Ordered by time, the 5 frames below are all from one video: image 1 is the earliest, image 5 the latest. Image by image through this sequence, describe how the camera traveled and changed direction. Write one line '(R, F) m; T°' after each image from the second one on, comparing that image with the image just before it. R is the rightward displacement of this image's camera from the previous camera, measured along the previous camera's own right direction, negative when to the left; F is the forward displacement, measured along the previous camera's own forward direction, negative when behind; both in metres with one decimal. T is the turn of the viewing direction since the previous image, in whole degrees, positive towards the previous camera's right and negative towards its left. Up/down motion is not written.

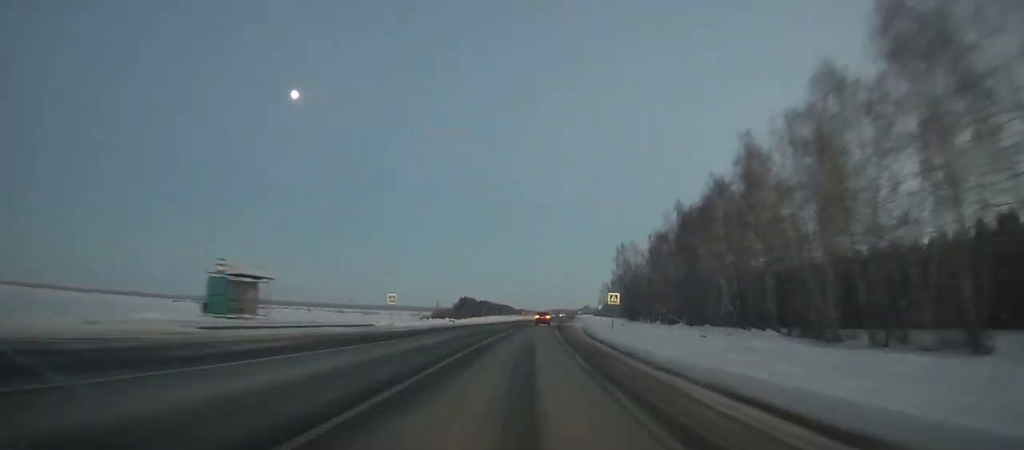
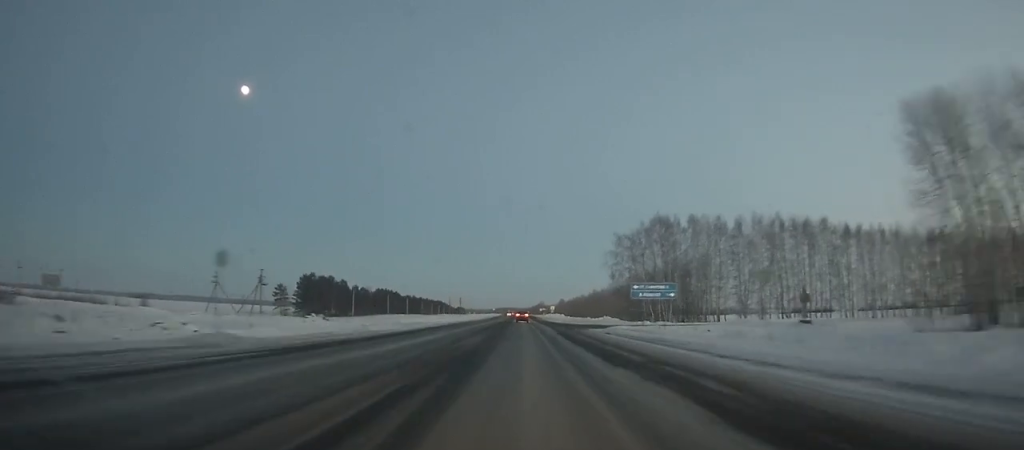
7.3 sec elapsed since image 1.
(+10.4, +177.9) m; +5°
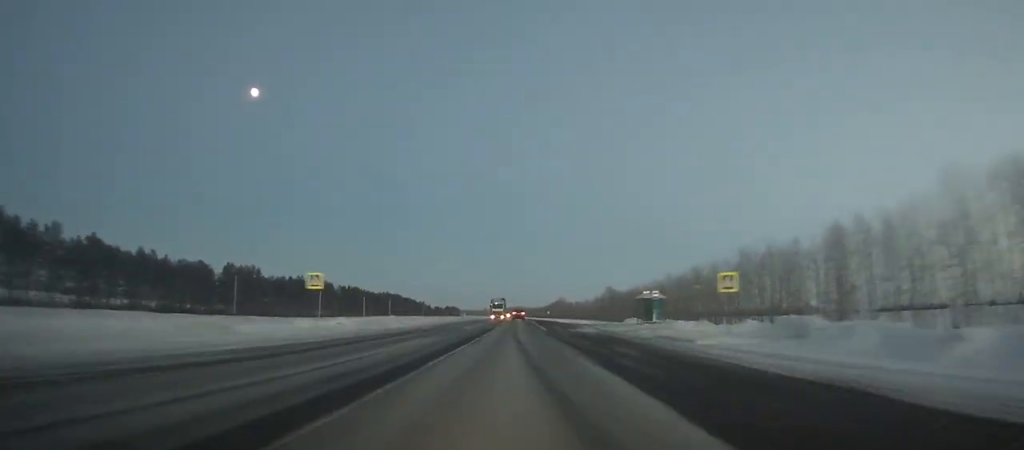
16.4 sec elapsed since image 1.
(+0.8, +235.8) m; 0°
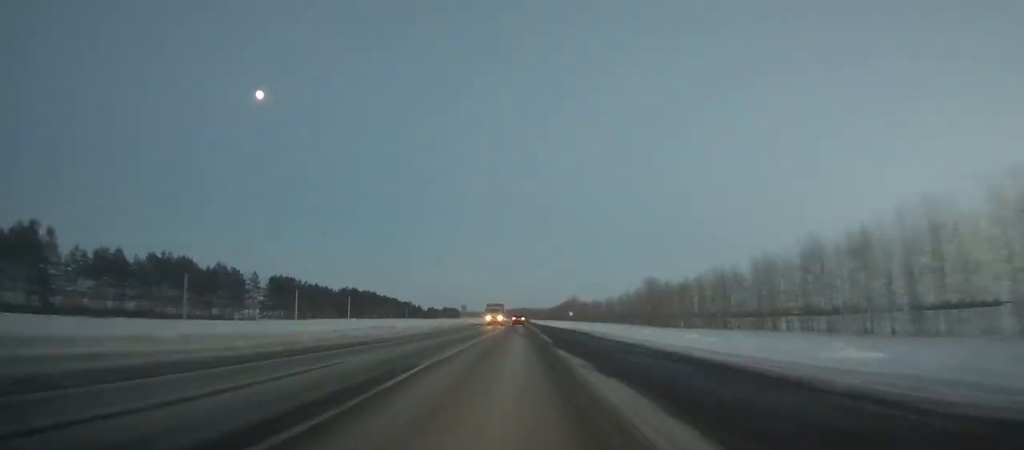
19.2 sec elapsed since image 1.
(-0.5, +75.3) m; -1°
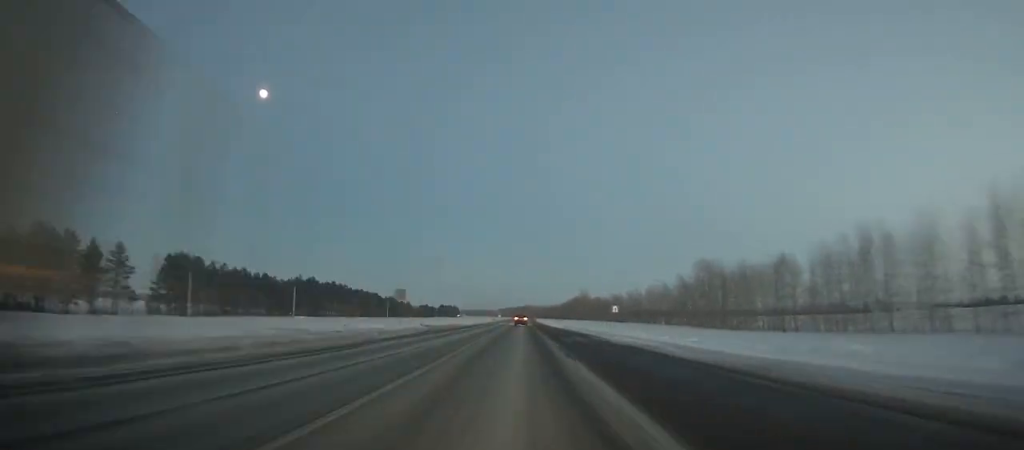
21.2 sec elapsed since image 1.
(-0.2, +54.1) m; 0°
